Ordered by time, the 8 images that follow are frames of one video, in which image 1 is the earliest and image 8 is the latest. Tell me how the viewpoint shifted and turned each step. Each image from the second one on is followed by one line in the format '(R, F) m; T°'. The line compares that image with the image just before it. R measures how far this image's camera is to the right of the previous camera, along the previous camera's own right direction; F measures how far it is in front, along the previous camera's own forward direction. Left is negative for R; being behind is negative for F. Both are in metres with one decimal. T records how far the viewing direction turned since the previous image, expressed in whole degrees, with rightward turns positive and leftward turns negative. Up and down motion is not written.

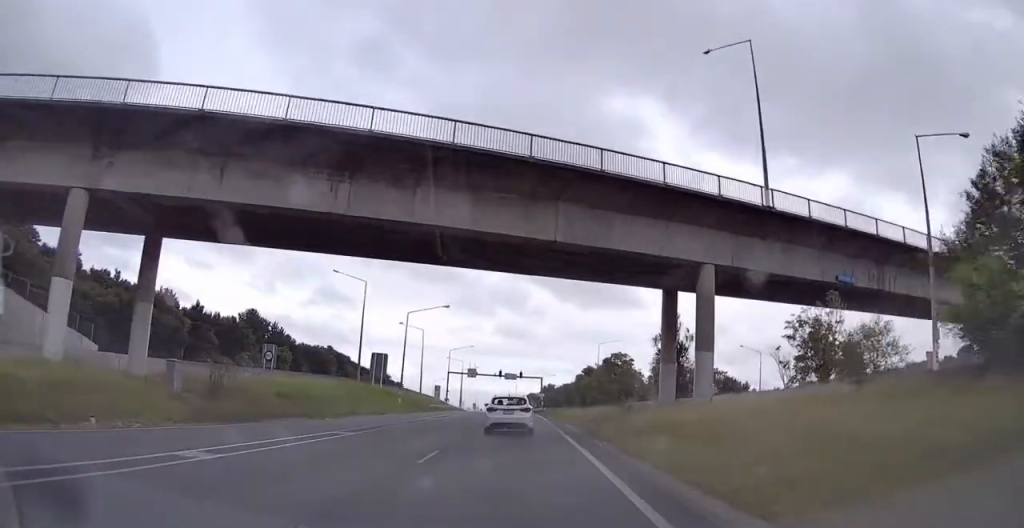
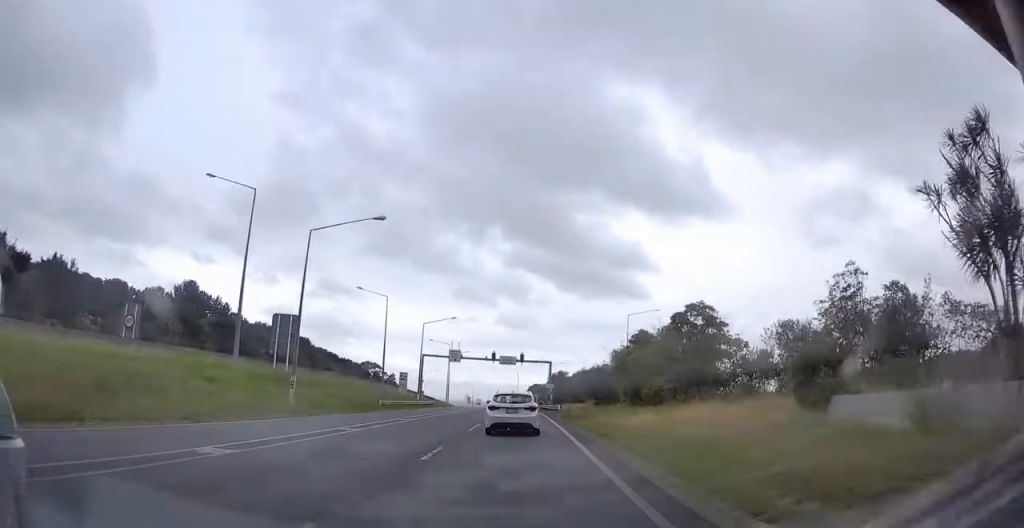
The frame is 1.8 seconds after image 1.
(-0.4, +29.8) m; 0°
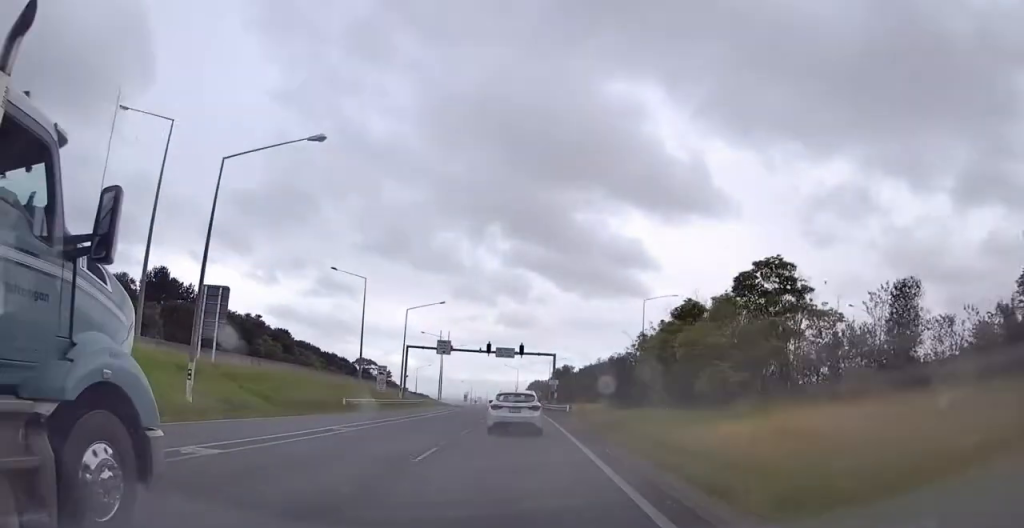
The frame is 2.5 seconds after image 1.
(+0.8, +11.1) m; 0°
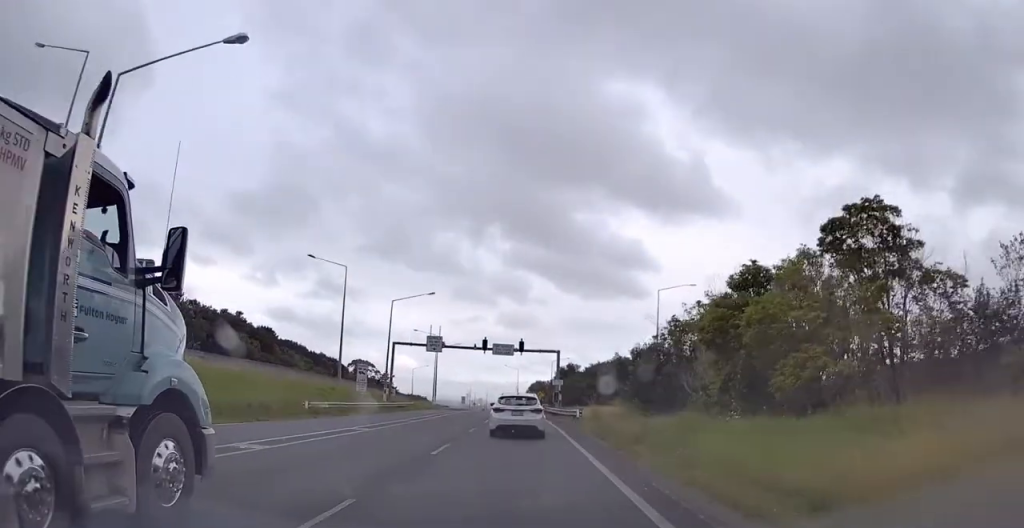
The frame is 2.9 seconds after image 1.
(-0.1, +7.8) m; 0°
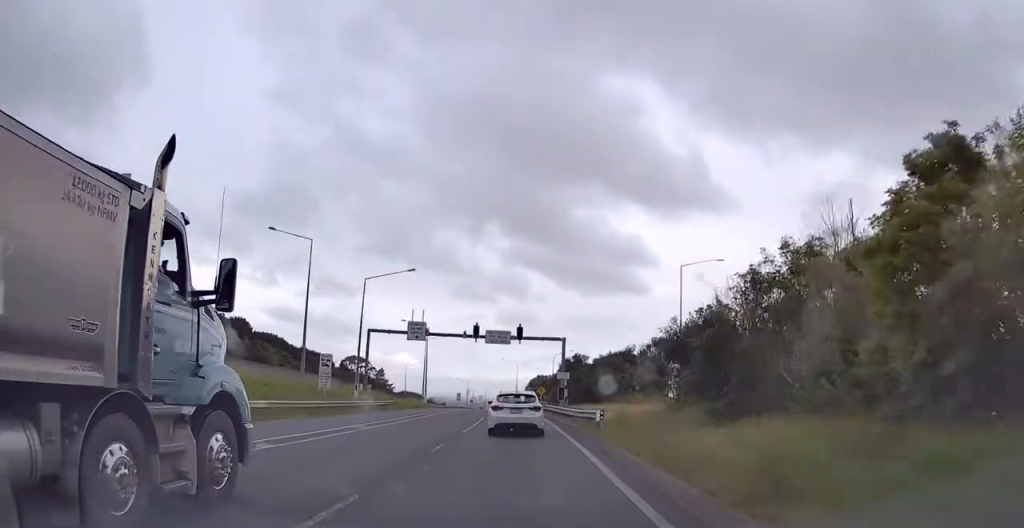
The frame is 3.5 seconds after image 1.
(-0.7, +10.0) m; 0°
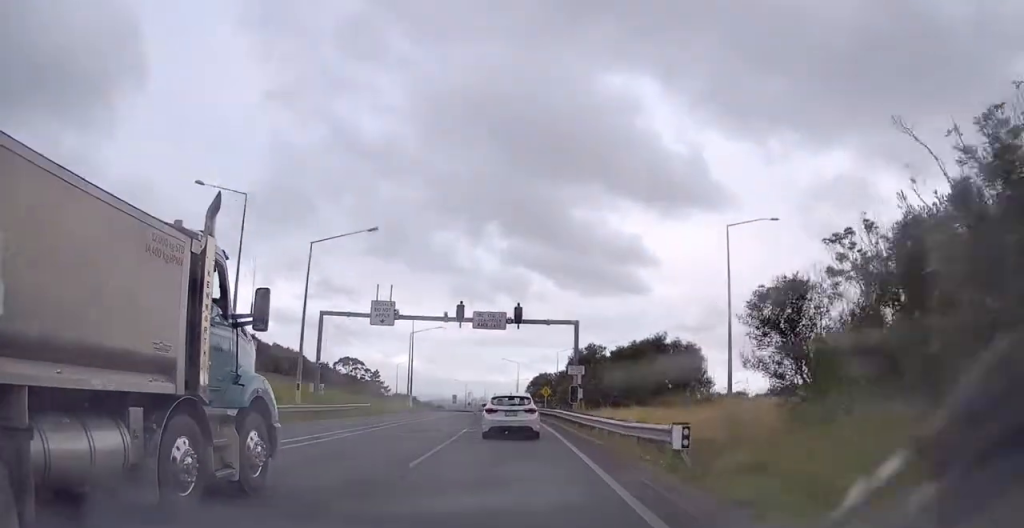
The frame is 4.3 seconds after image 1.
(+0.6, +12.6) m; 0°
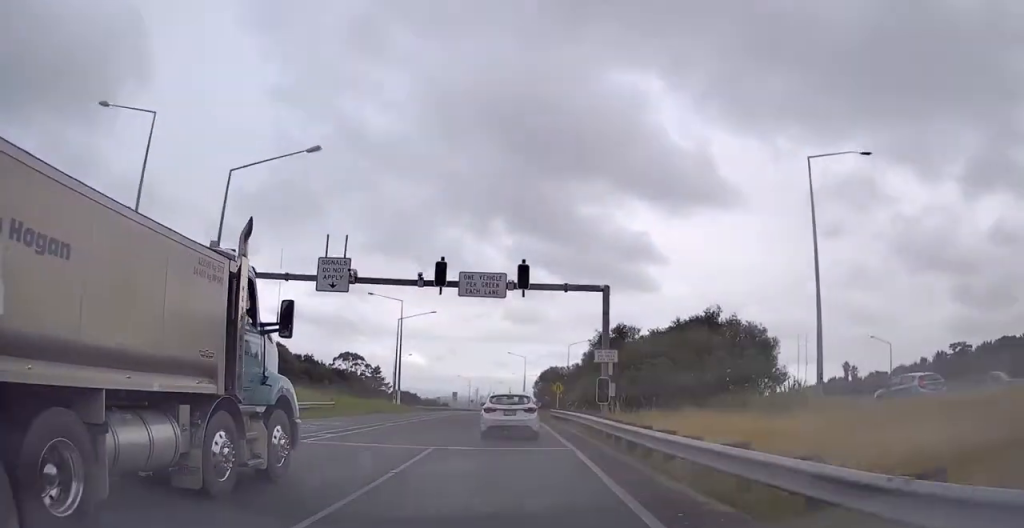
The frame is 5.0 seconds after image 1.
(0.0, +11.6) m; -1°
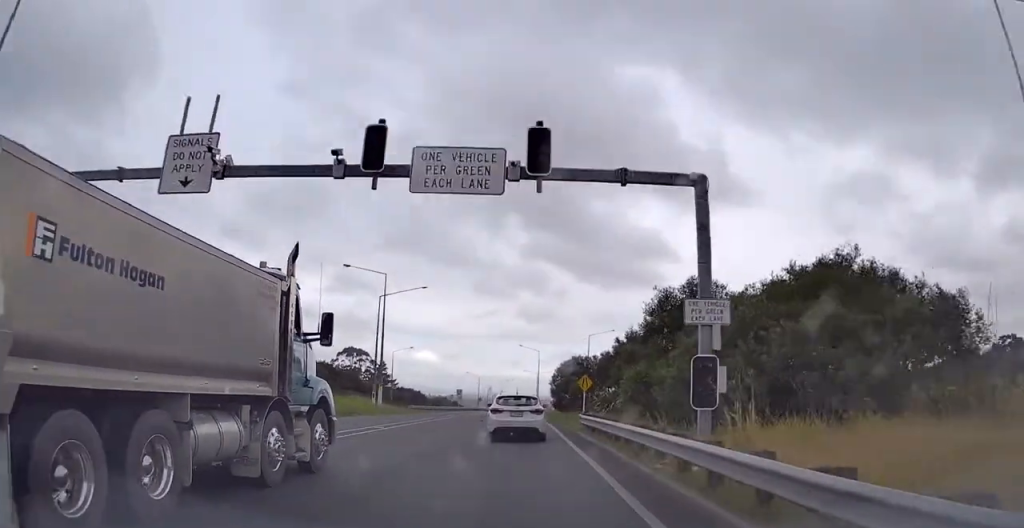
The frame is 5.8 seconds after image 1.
(-0.7, +13.8) m; -2°
